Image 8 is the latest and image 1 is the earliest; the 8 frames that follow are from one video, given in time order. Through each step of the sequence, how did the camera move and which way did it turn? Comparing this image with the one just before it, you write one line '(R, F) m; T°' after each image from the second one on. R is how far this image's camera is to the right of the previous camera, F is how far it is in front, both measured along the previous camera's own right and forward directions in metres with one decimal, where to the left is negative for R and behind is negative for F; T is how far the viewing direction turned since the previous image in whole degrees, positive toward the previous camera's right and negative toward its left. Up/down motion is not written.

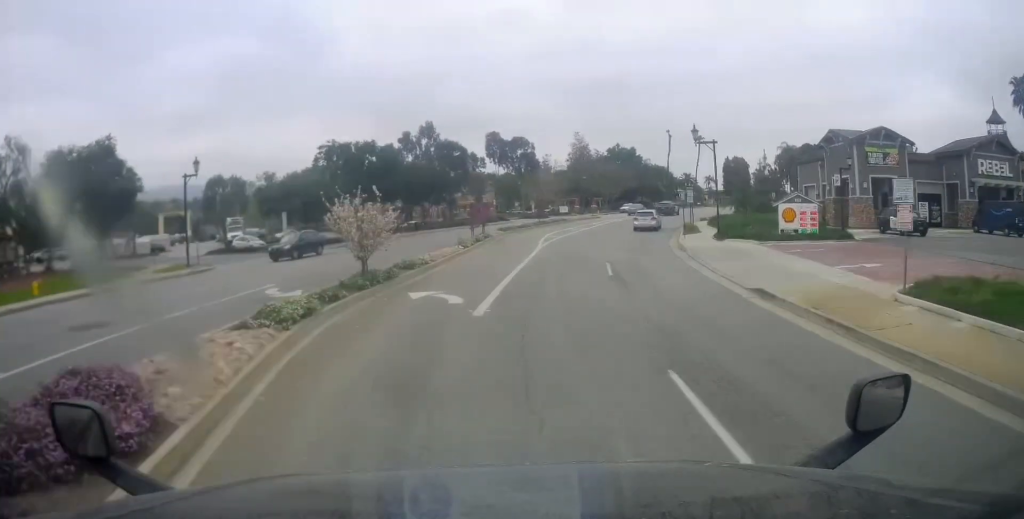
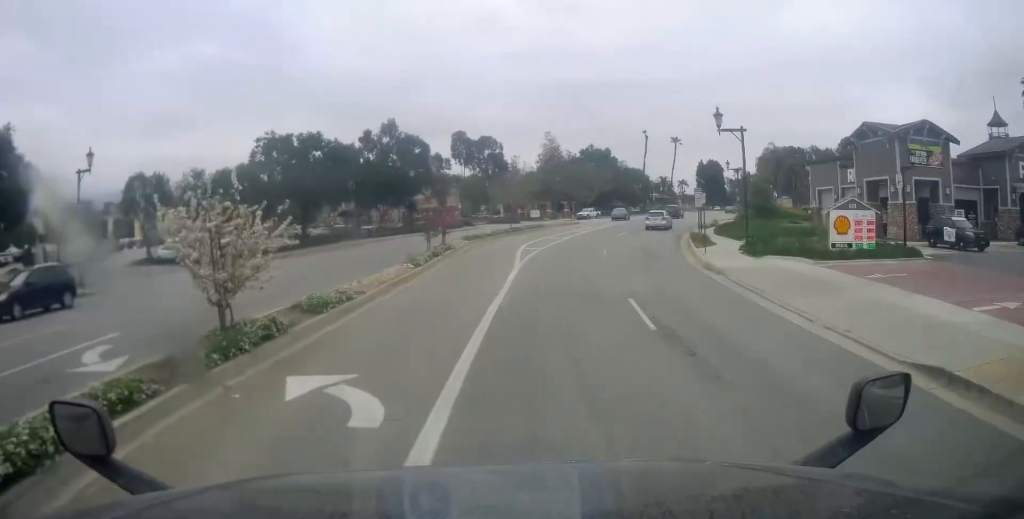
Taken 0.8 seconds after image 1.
(+0.7, +8.3) m; +4°
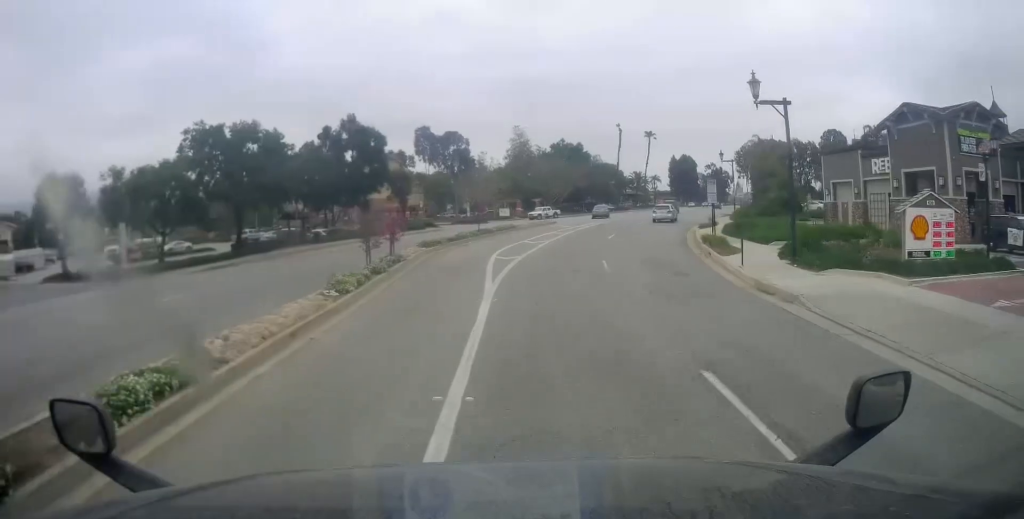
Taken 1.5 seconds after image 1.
(+0.2, +7.3) m; +2°
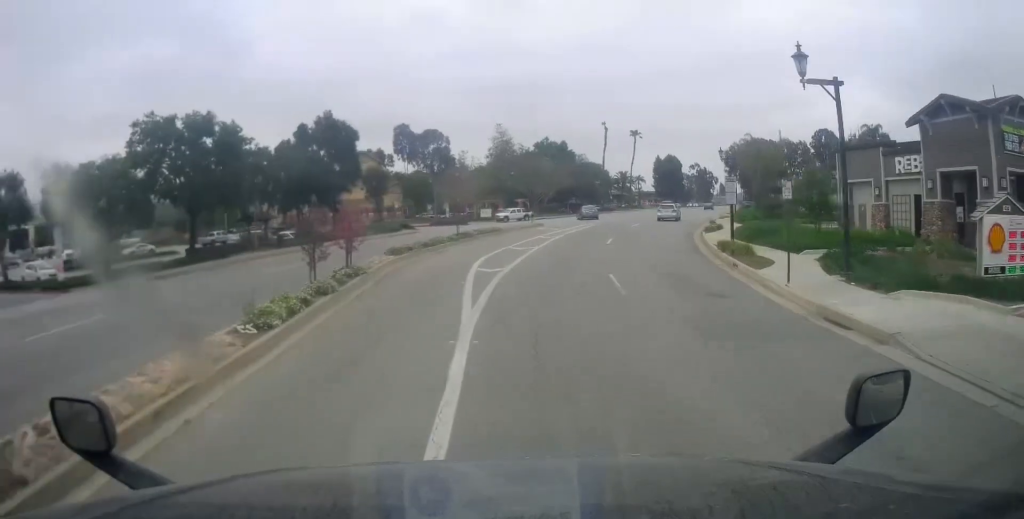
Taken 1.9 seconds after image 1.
(-0.1, +4.5) m; +1°
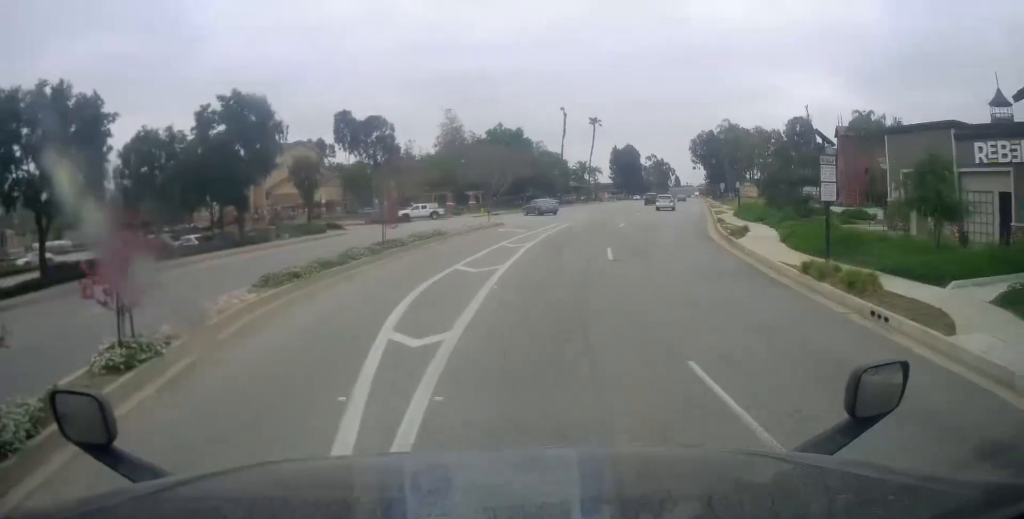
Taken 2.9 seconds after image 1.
(+0.3, +10.2) m; +7°
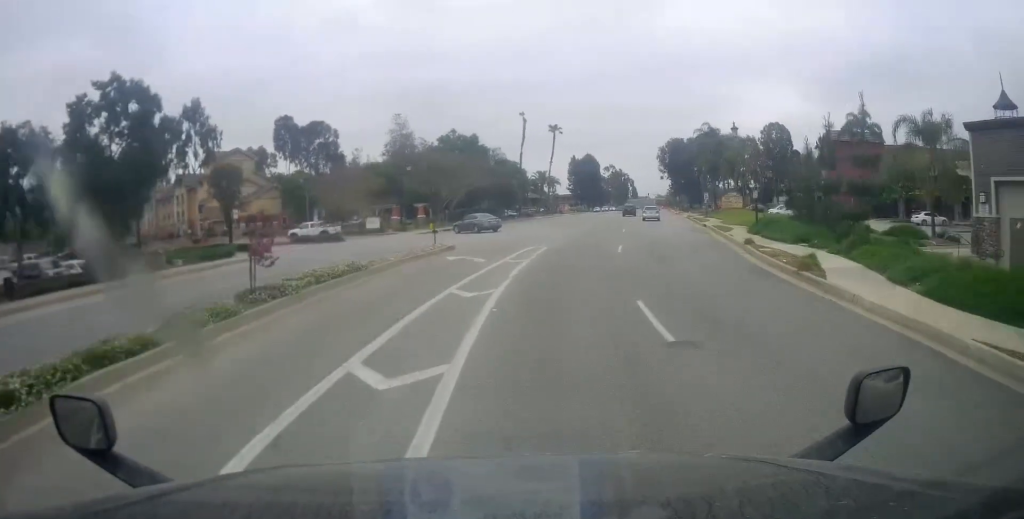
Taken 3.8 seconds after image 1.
(+0.8, +9.7) m; +5°
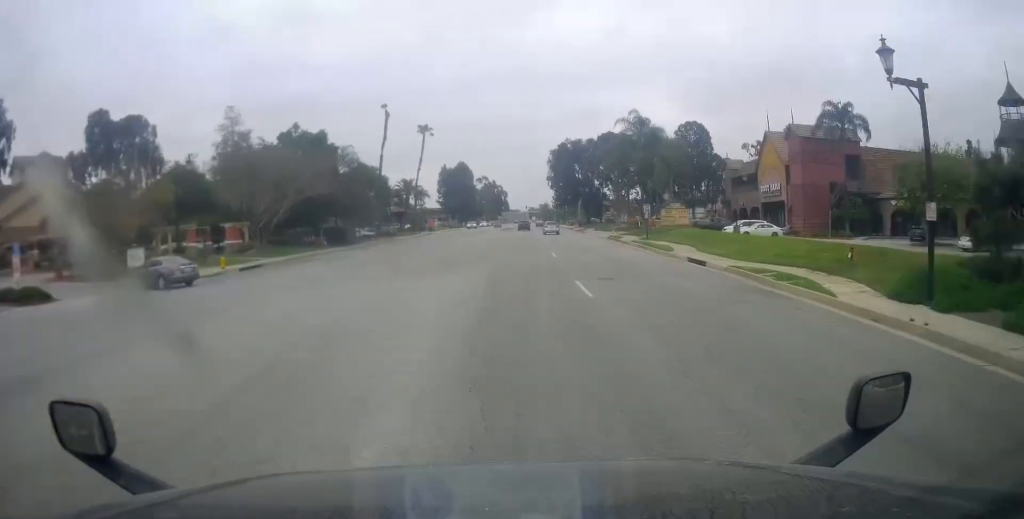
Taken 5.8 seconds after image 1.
(+1.5, +22.7) m; +9°
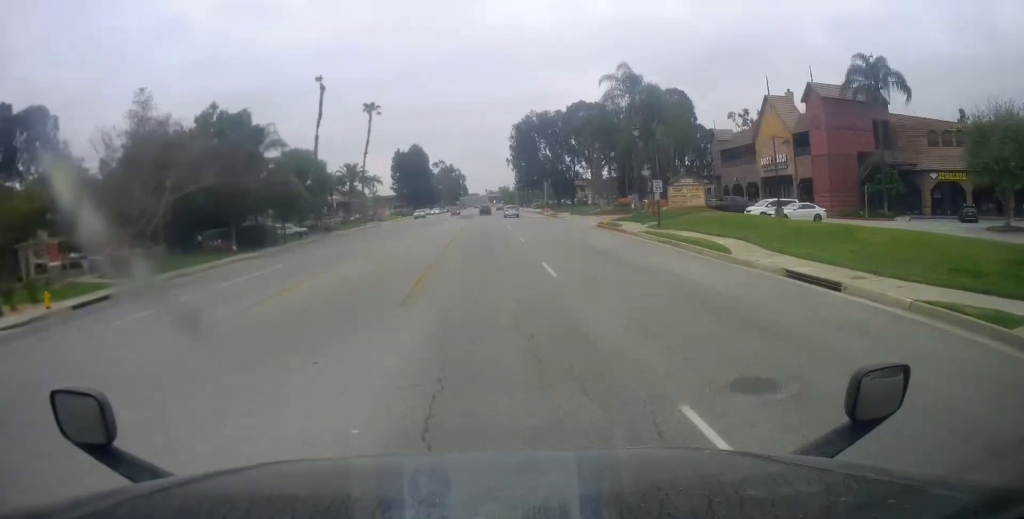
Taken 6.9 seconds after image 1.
(+0.8, +14.3) m; +6°
